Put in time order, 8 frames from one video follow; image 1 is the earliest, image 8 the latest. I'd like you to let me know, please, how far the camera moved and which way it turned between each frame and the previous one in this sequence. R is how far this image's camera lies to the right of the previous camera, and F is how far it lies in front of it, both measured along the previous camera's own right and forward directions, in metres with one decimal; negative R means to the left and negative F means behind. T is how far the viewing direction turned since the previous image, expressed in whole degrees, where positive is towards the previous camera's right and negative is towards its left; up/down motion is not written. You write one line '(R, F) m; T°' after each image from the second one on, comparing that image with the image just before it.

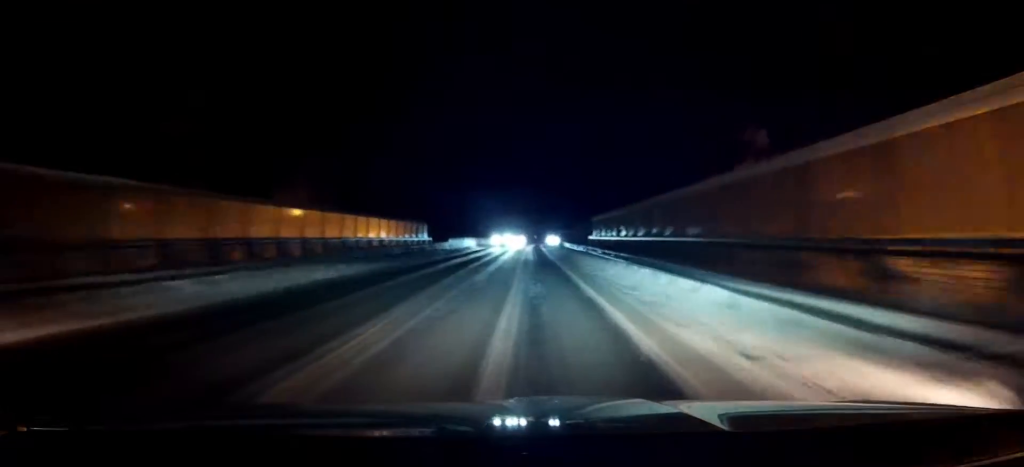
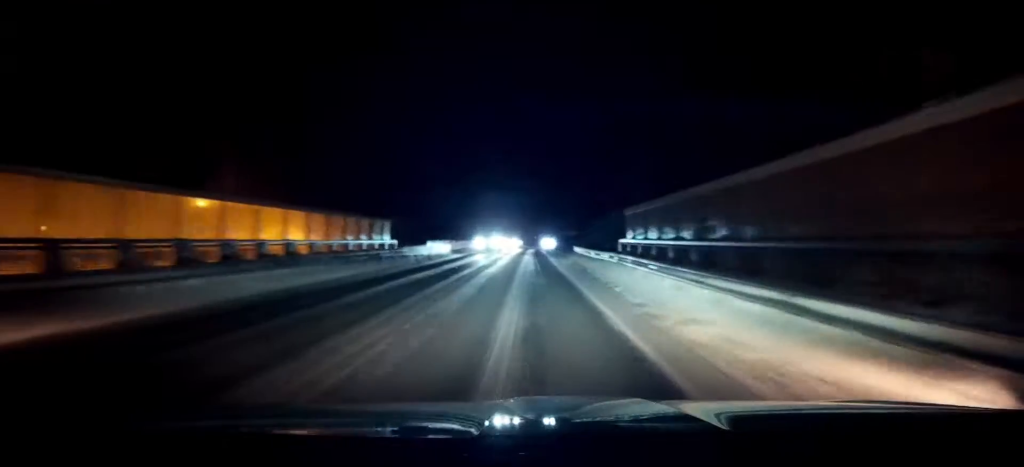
(0.0, +11.6) m; 0°
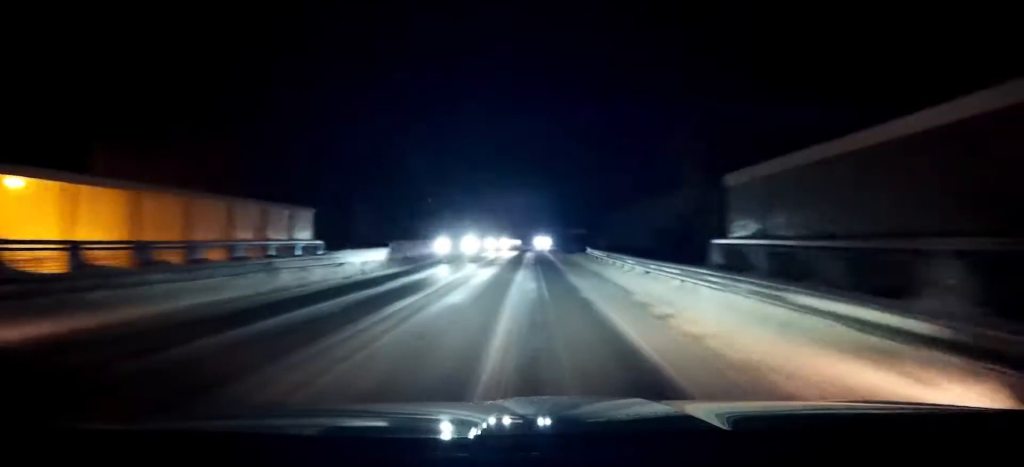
(0.0, +11.5) m; 0°
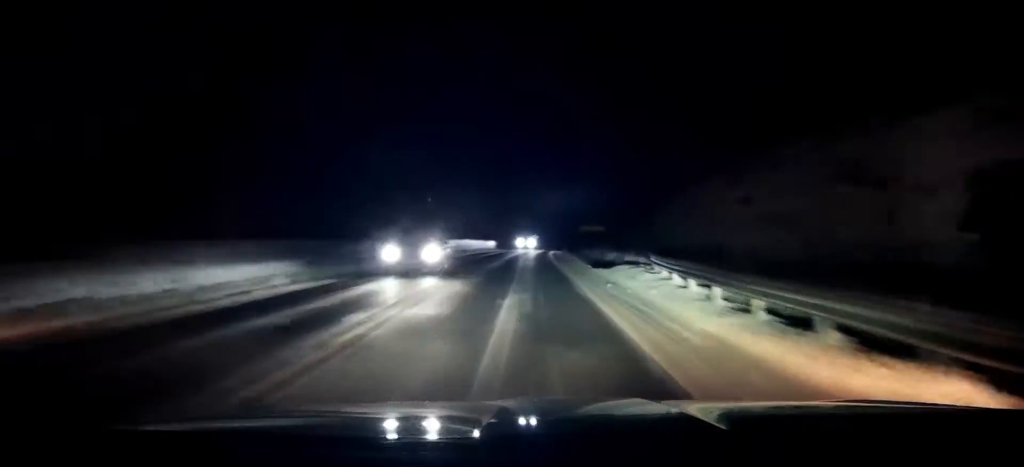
(+0.1, +22.3) m; 0°
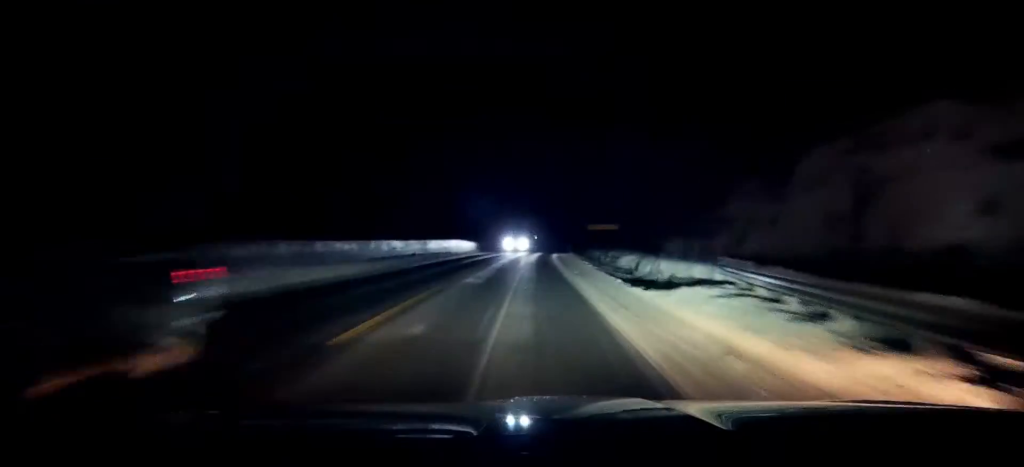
(0.0, +9.5) m; 0°
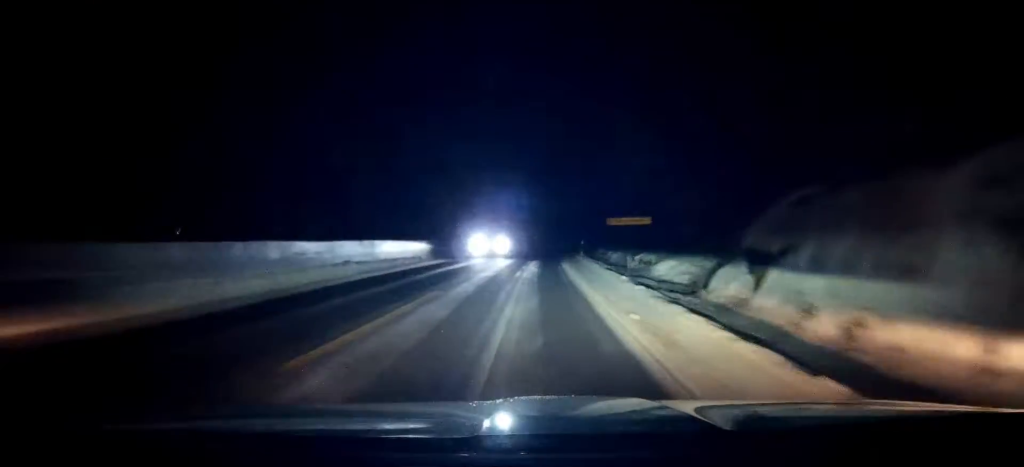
(0.0, +13.3) m; 0°
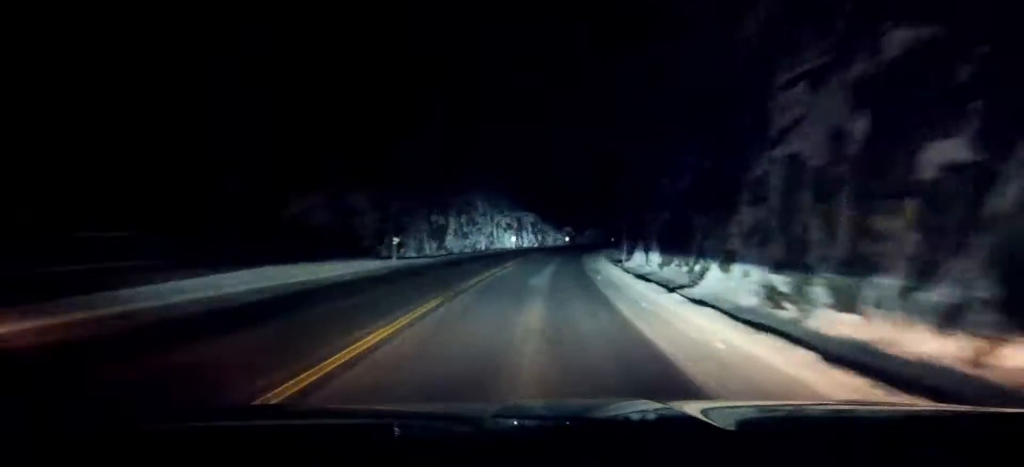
(+1.2, +62.0) m; +4°
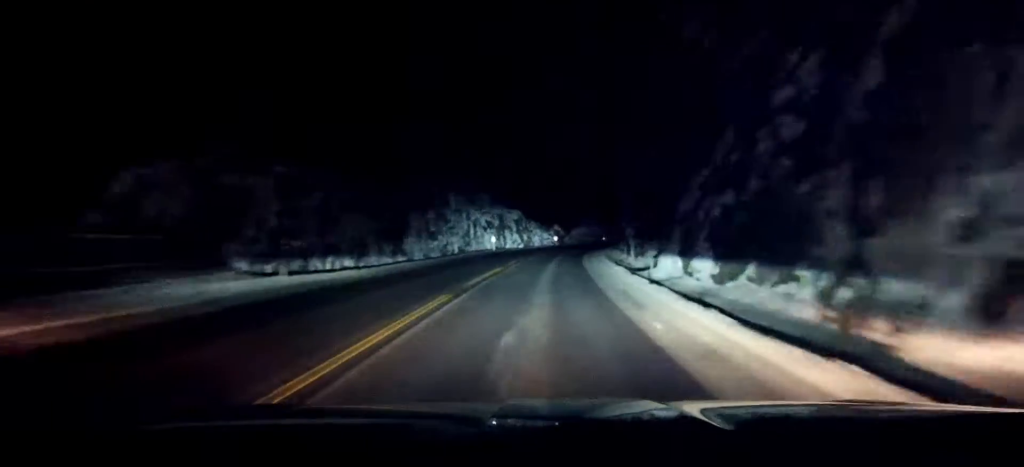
(0.0, +10.9) m; +1°
